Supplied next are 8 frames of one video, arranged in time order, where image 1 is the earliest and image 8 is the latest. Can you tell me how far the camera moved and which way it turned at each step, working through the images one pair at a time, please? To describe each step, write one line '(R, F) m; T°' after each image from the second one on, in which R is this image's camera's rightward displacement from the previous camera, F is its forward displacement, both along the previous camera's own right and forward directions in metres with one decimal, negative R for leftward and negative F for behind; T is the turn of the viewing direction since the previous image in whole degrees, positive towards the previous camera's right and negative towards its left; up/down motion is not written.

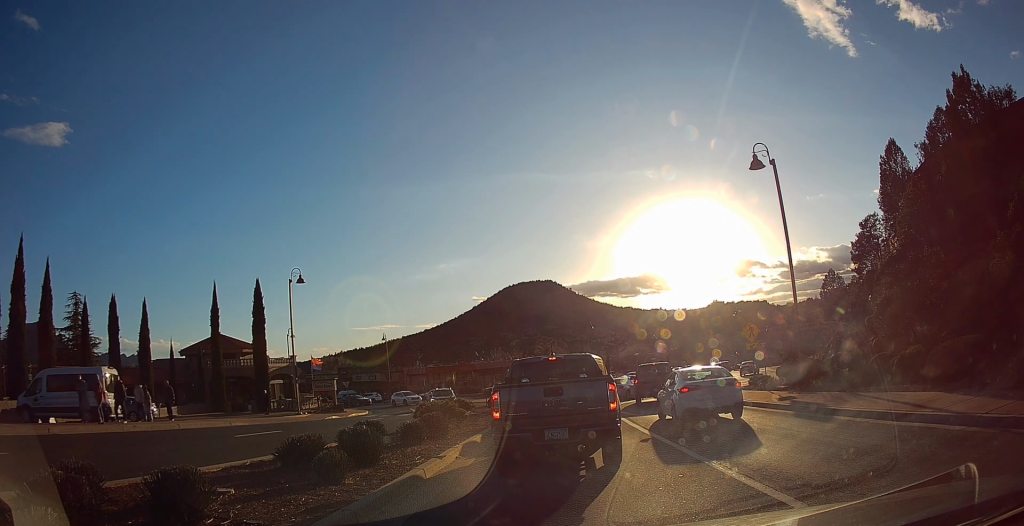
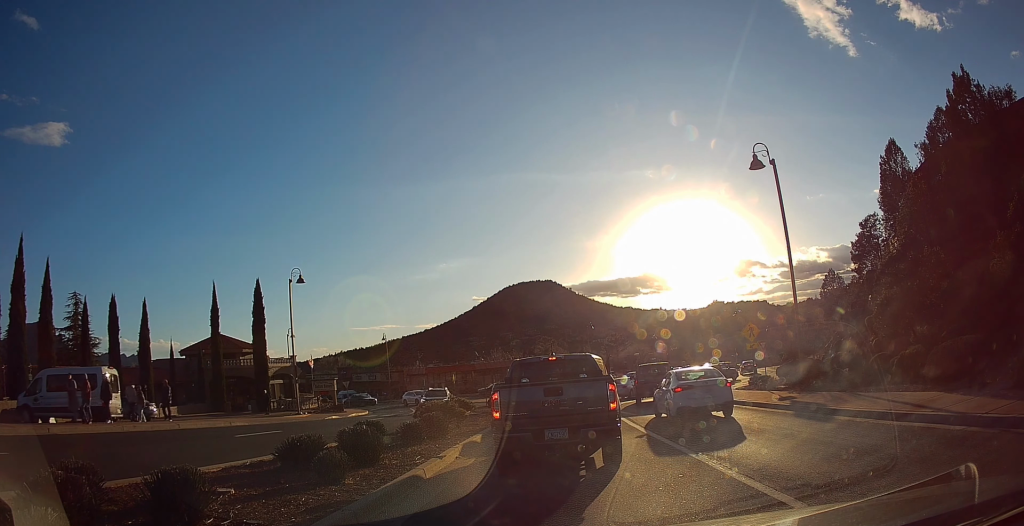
(-0.1, +0.2) m; 0°
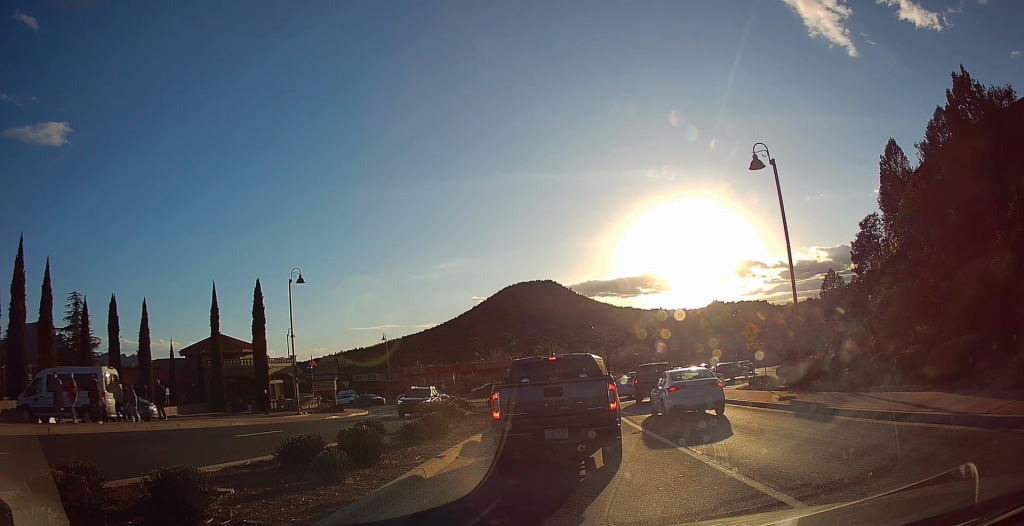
(-0.1, +0.2) m; 0°
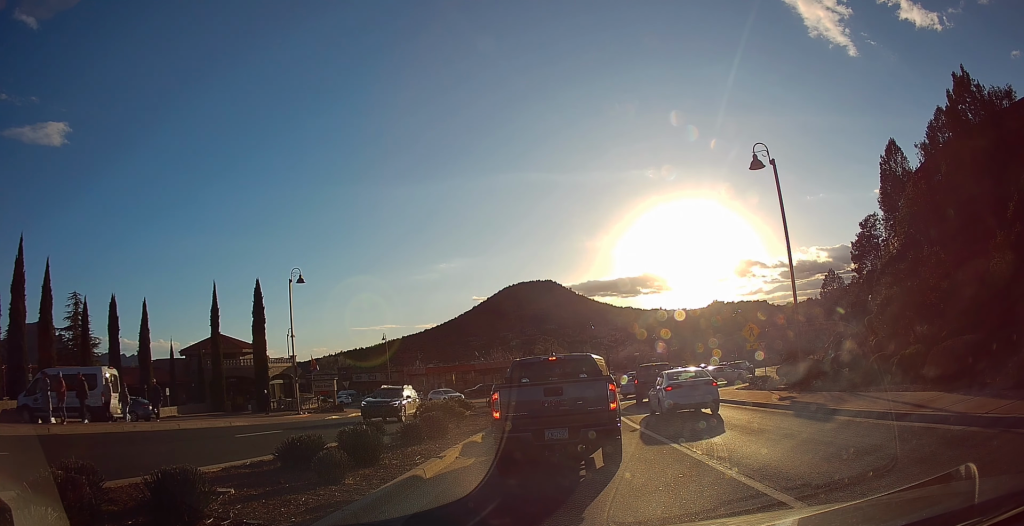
(0.0, 0.0) m; 0°
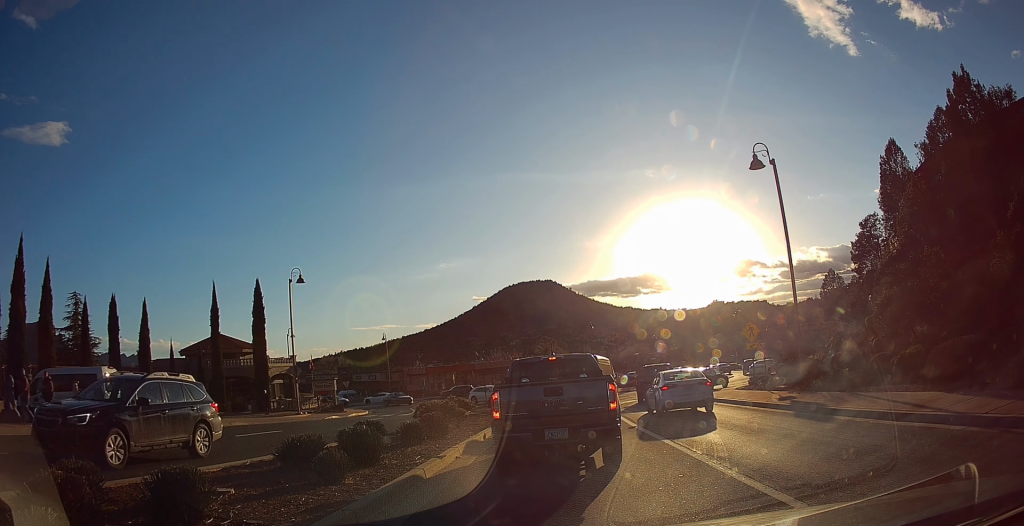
(0.0, 0.0) m; 0°
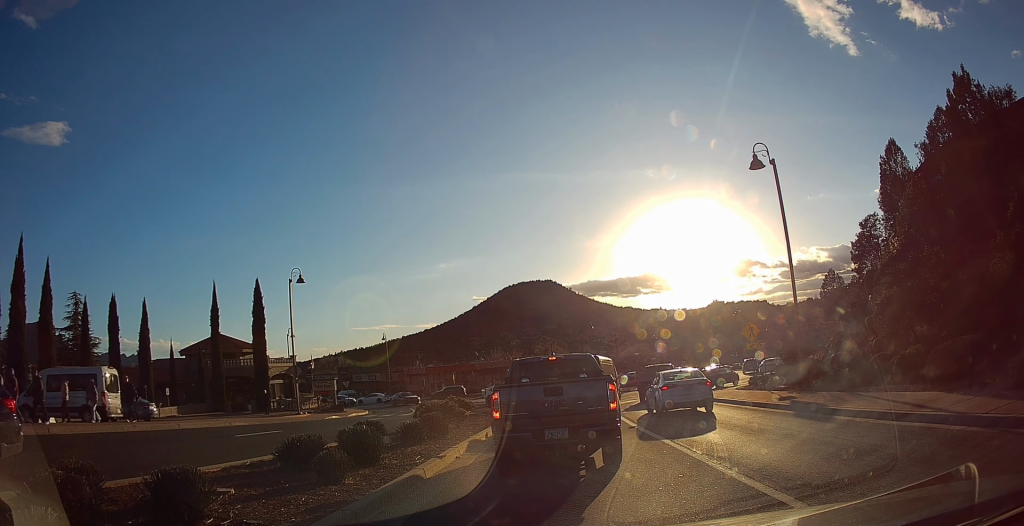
(0.0, 0.0) m; 0°
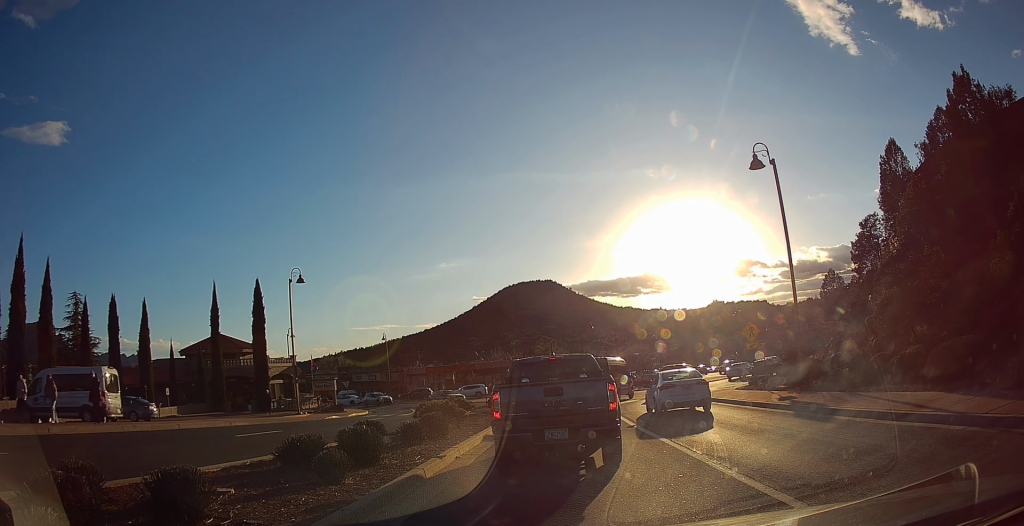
(0.0, 0.0) m; 0°
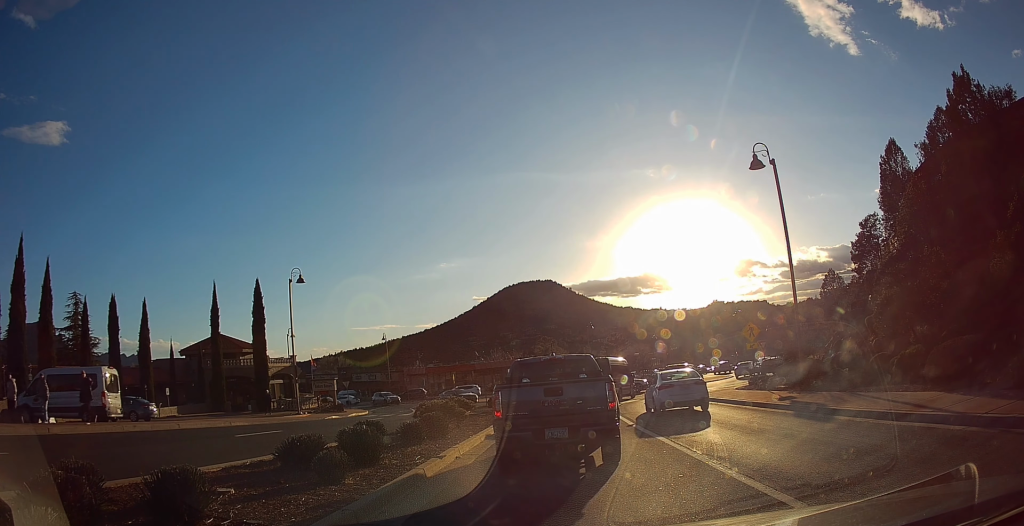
(0.0, 0.0) m; 0°
